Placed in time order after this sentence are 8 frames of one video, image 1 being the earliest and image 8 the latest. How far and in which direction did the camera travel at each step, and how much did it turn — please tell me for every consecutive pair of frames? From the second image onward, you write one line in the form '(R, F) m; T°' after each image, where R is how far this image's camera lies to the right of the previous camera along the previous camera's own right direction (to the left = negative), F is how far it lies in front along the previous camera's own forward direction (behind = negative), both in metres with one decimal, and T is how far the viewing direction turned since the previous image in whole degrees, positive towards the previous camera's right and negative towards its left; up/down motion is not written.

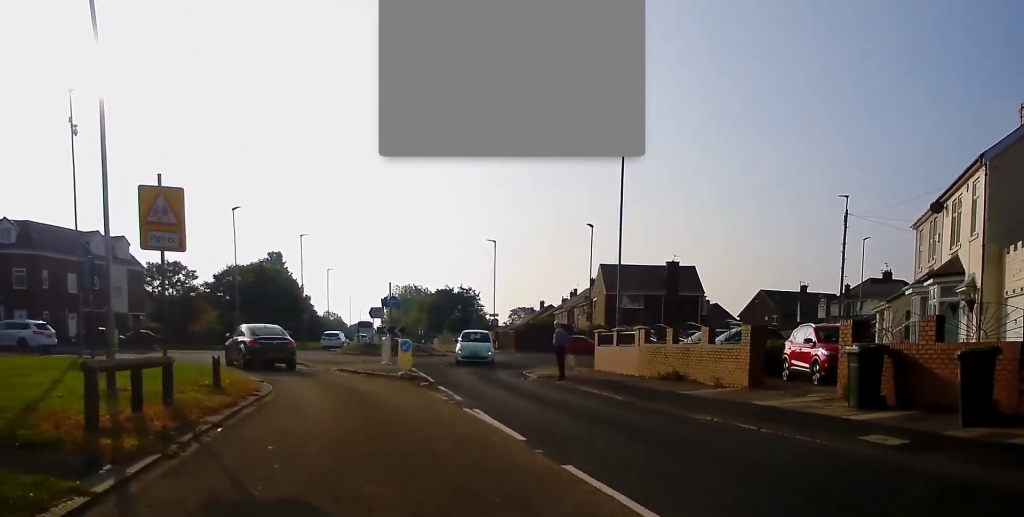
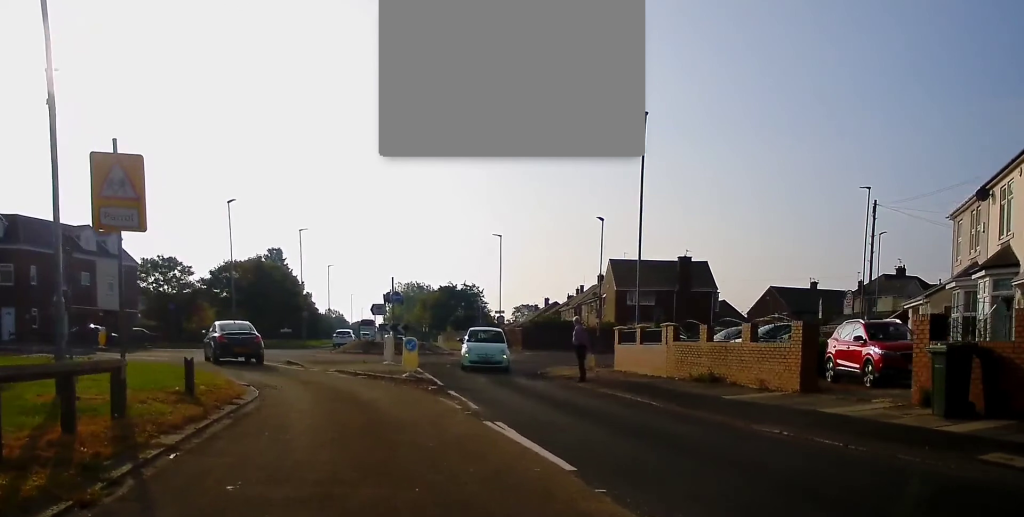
(-0.1, +2.3) m; -2°
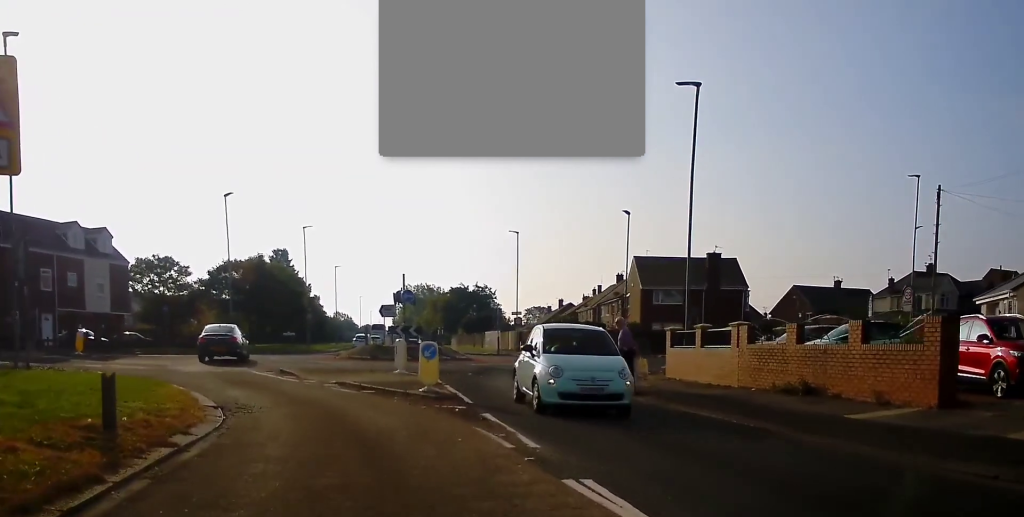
(0.0, +4.4) m; +3°
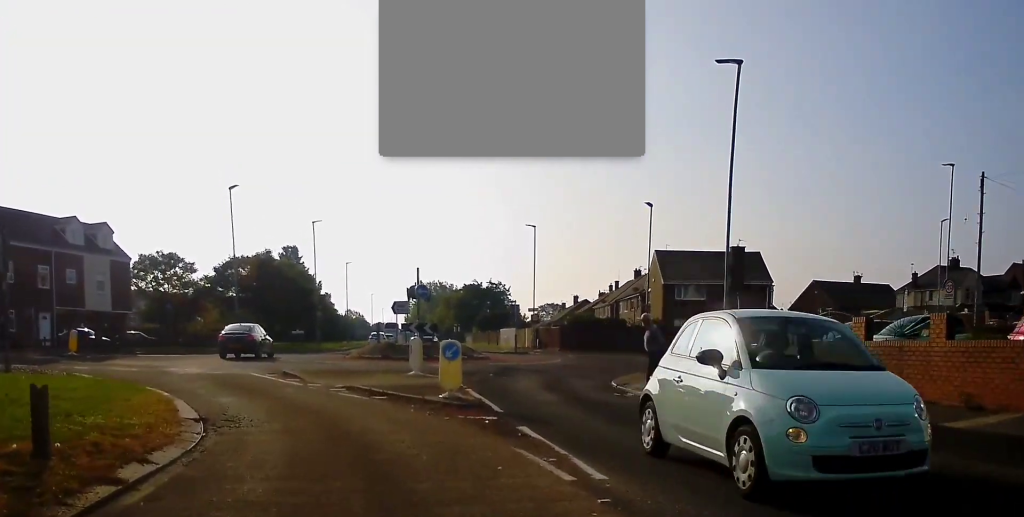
(+0.1, +2.0) m; -2°
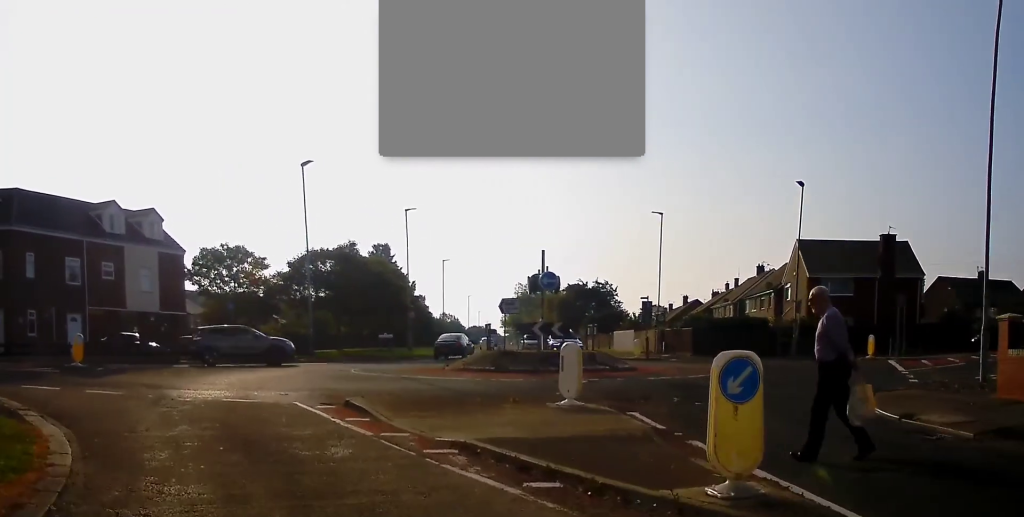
(-0.8, +8.6) m; -7°
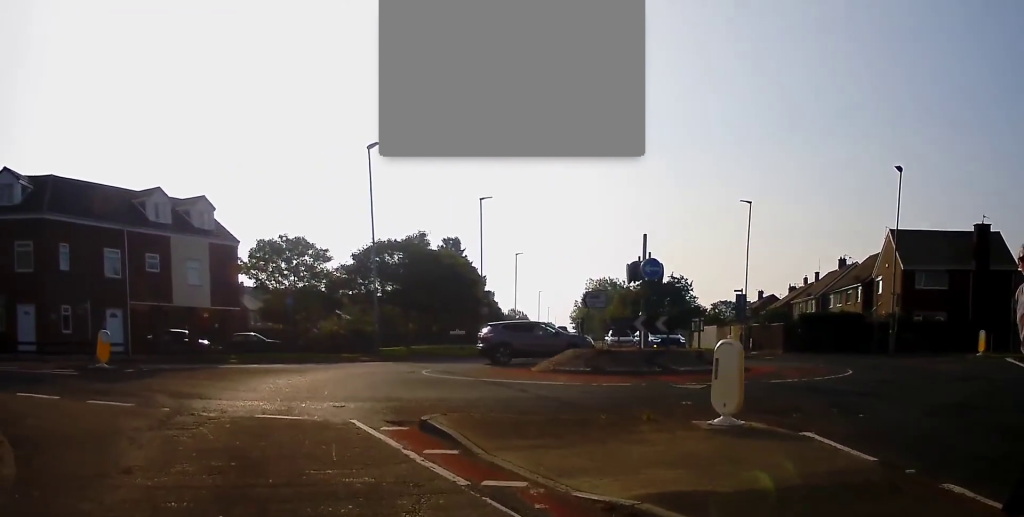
(+0.1, +3.6) m; +1°
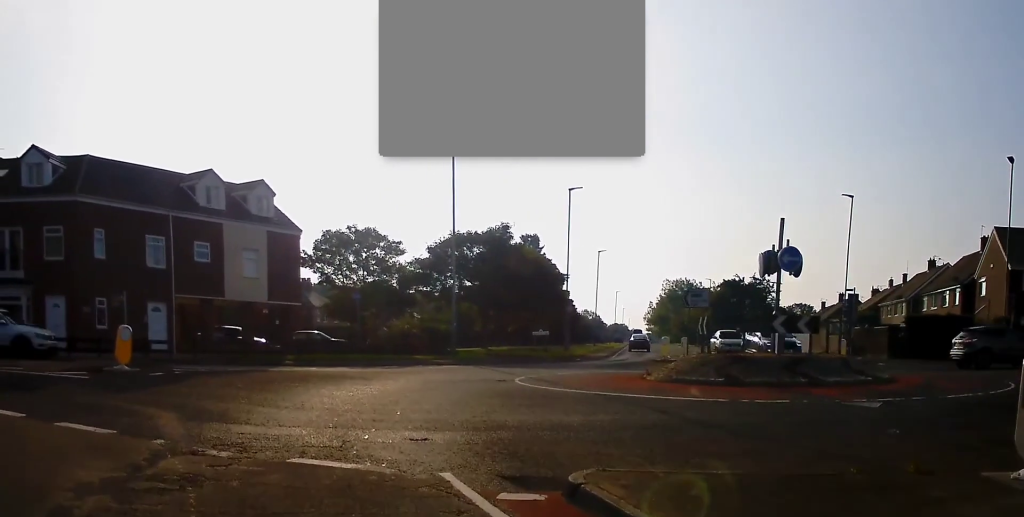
(0.0, +4.0) m; -14°
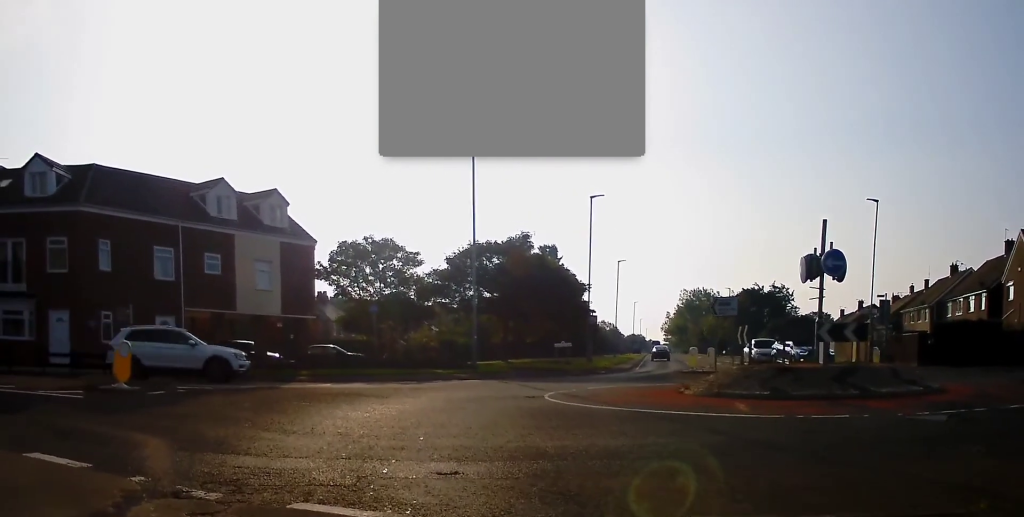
(-0.6, +1.3) m; 0°
